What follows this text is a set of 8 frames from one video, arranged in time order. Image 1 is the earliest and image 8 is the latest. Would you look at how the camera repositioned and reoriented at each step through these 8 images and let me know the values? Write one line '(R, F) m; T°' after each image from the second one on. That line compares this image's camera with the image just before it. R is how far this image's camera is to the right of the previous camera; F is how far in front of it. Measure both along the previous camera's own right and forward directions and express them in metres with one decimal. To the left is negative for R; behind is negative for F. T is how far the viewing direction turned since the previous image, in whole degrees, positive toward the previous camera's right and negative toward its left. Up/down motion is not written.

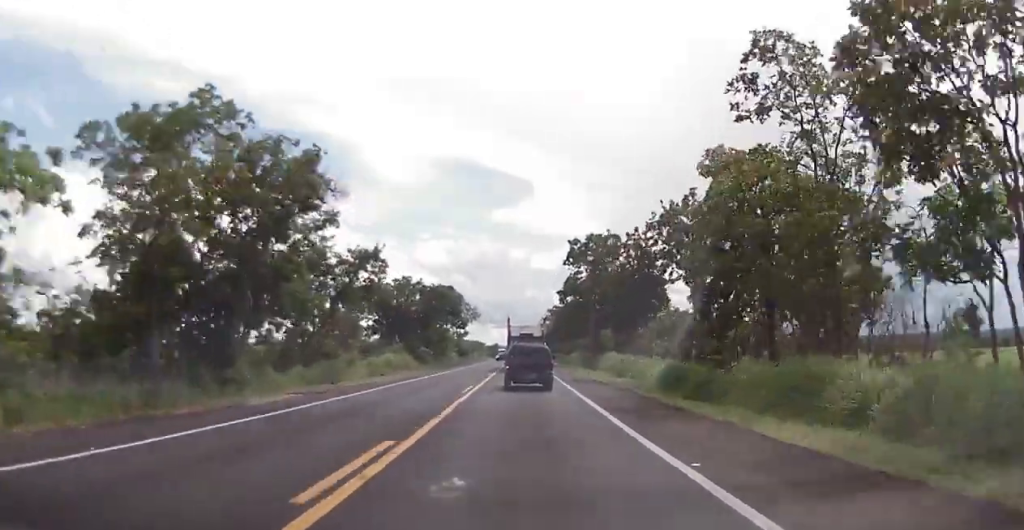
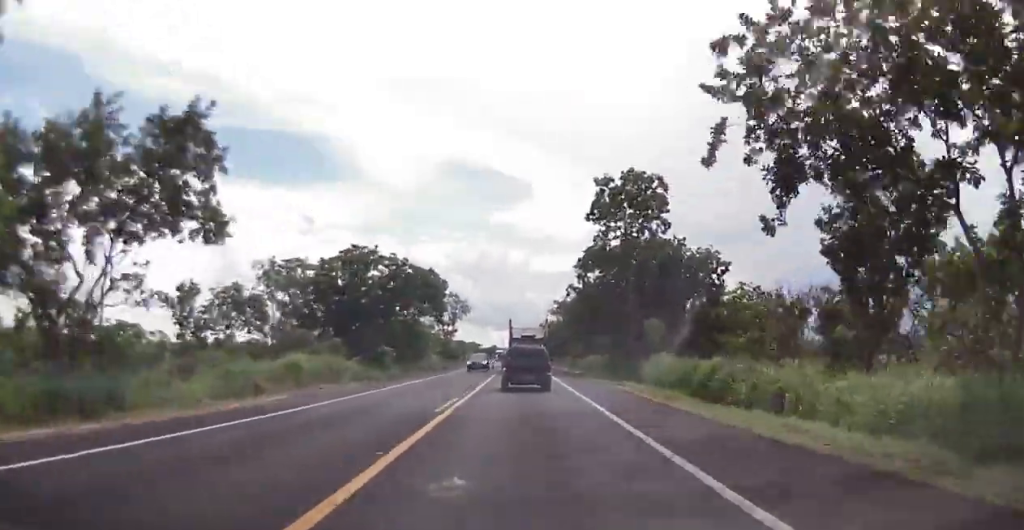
(+0.2, +24.2) m; +1°
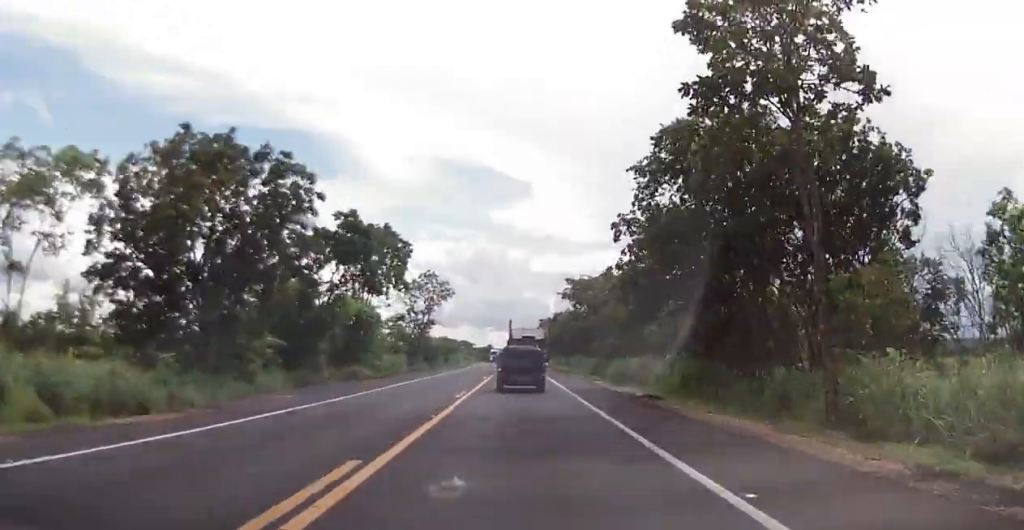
(0.0, +28.2) m; 0°
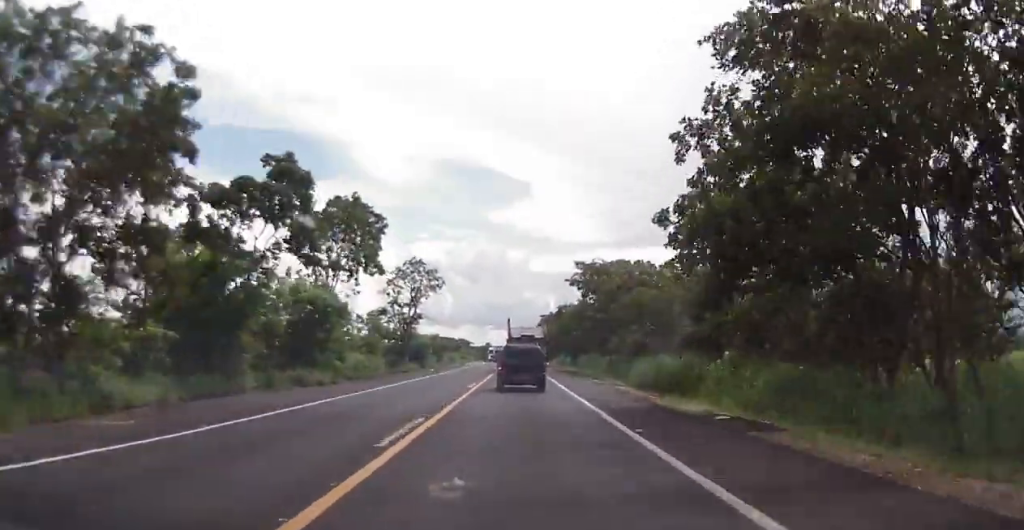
(0.0, +11.3) m; 0°
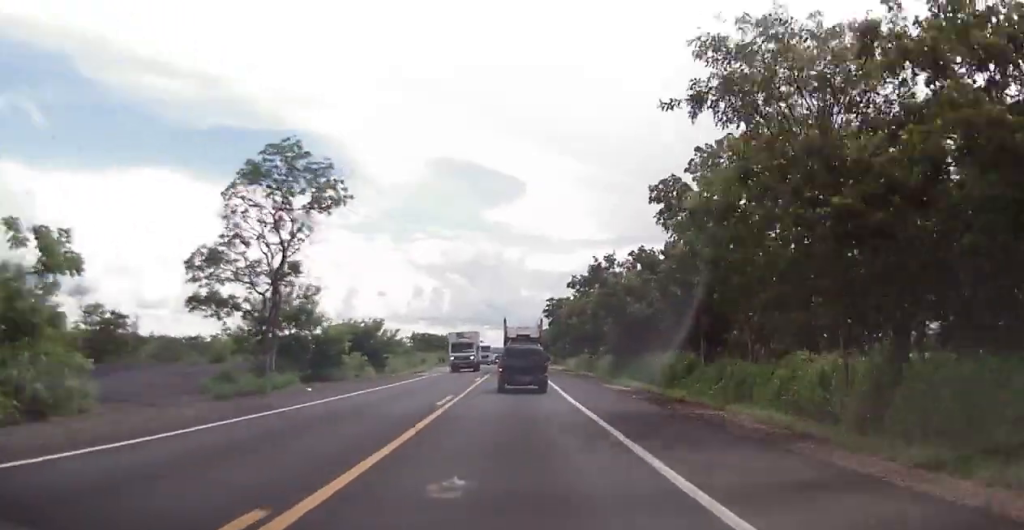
(0.0, +42.4) m; 0°
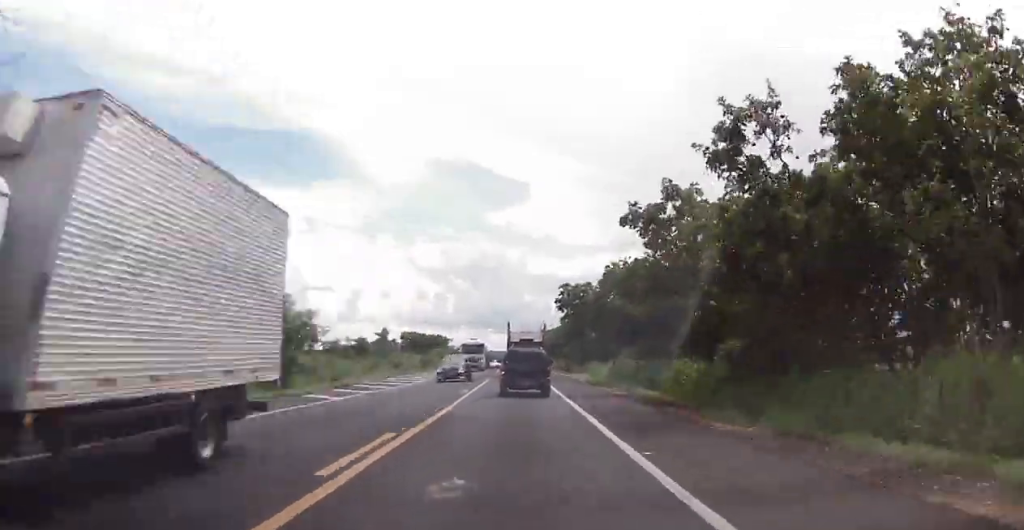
(0.0, +27.9) m; 0°
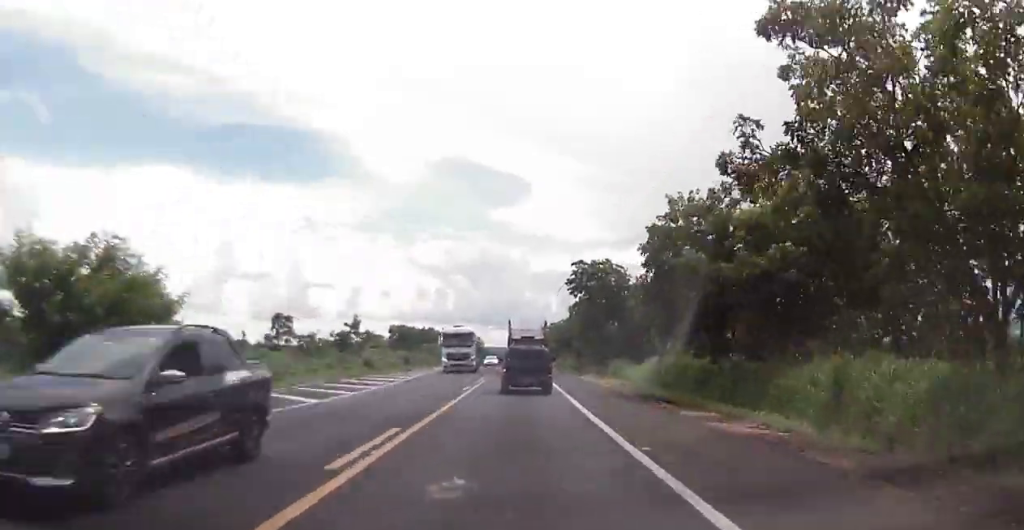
(0.0, +16.6) m; 0°
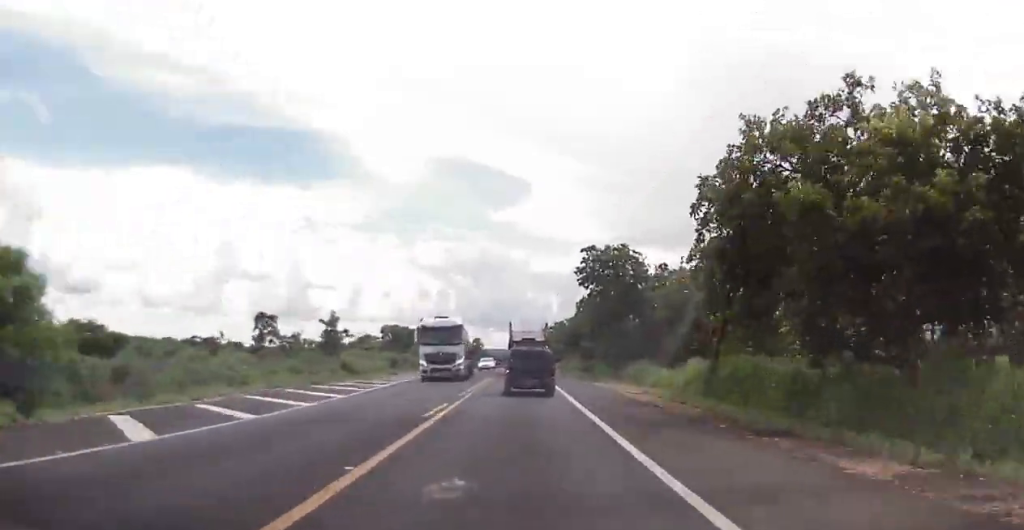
(0.0, +9.5) m; 0°
